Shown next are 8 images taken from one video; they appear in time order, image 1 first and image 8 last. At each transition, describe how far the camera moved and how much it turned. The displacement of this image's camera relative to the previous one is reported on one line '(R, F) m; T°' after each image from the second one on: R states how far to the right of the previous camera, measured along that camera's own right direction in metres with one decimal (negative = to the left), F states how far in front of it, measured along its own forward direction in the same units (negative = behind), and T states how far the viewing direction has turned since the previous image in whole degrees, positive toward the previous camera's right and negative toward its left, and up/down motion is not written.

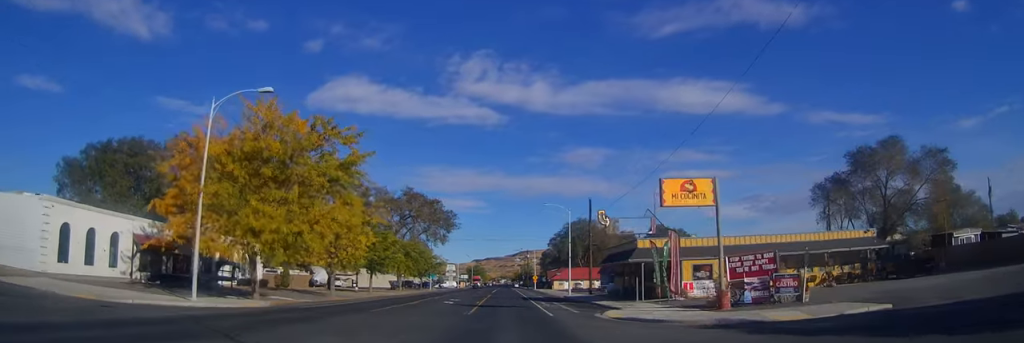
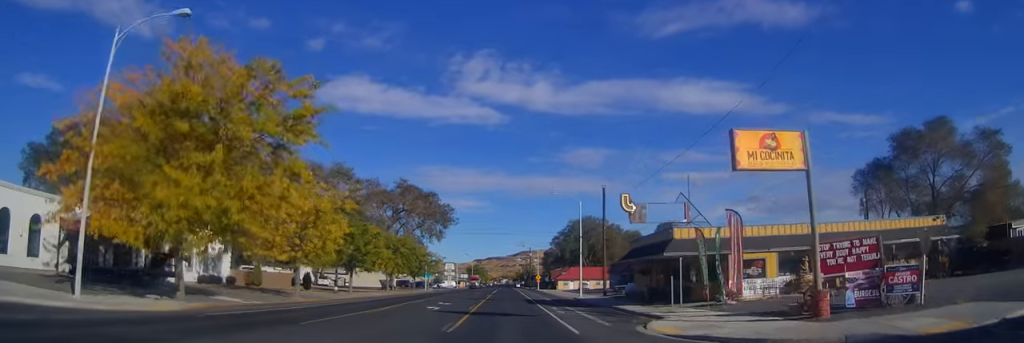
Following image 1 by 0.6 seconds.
(0.0, +8.0) m; 0°
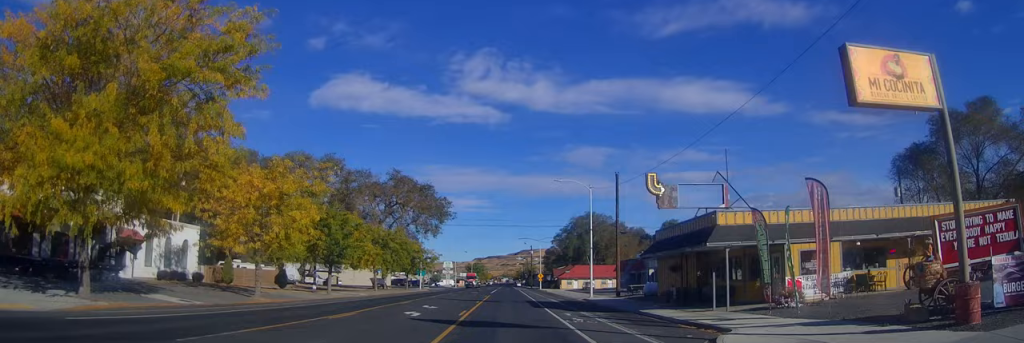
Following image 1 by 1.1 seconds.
(0.0, +6.3) m; 0°
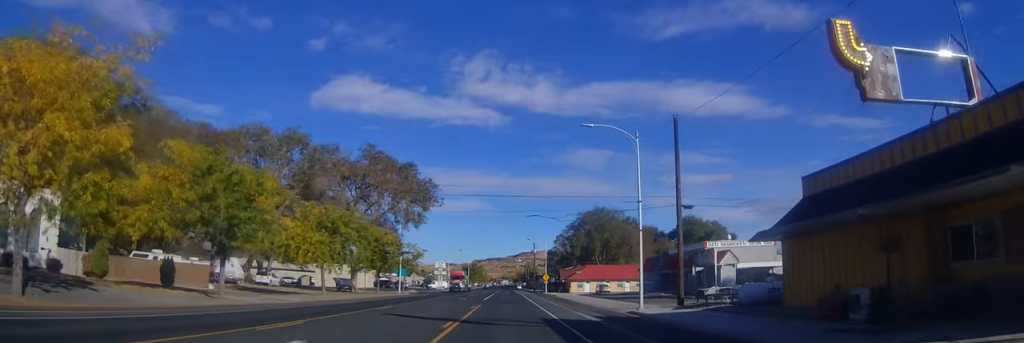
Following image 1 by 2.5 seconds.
(0.0, +17.3) m; 0°
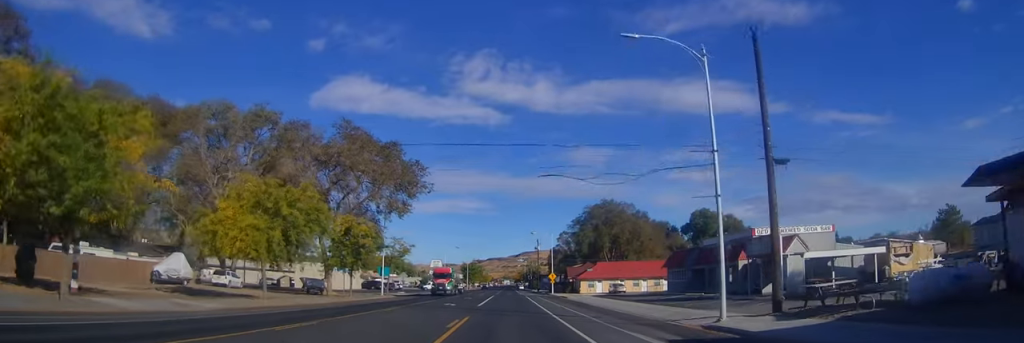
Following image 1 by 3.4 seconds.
(0.0, +11.0) m; 0°
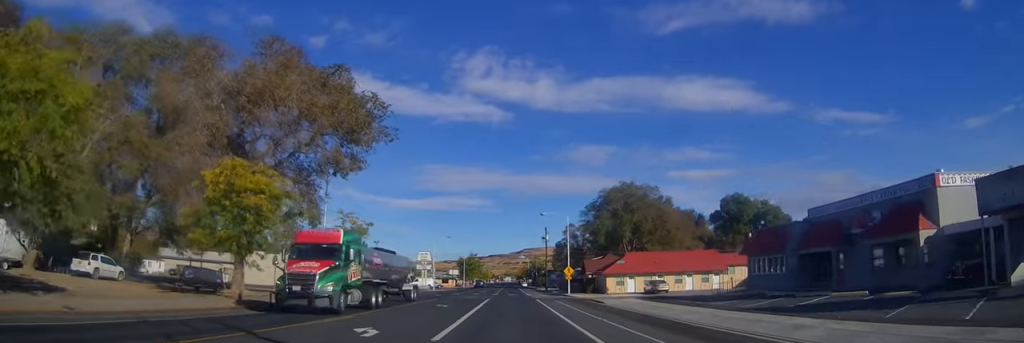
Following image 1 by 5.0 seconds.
(0.0, +21.1) m; 0°
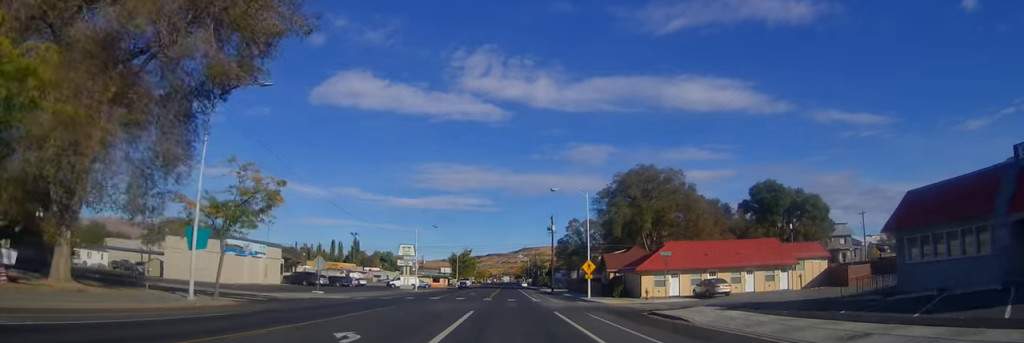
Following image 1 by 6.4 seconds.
(-0.1, +17.8) m; -3°
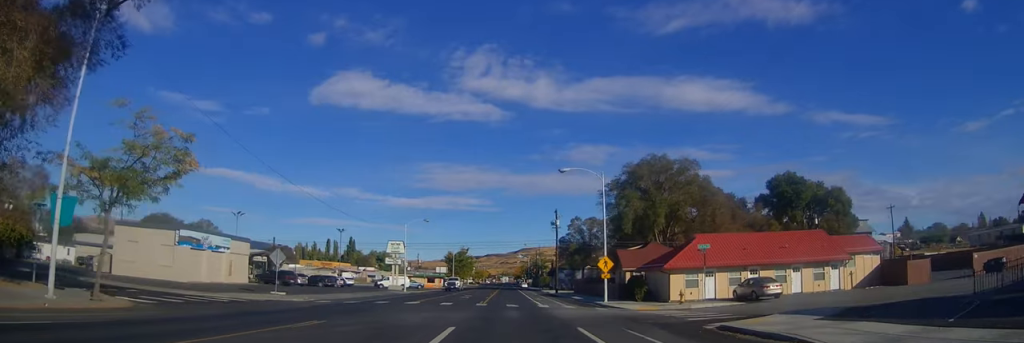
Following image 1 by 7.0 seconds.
(-0.5, +8.8) m; 0°
